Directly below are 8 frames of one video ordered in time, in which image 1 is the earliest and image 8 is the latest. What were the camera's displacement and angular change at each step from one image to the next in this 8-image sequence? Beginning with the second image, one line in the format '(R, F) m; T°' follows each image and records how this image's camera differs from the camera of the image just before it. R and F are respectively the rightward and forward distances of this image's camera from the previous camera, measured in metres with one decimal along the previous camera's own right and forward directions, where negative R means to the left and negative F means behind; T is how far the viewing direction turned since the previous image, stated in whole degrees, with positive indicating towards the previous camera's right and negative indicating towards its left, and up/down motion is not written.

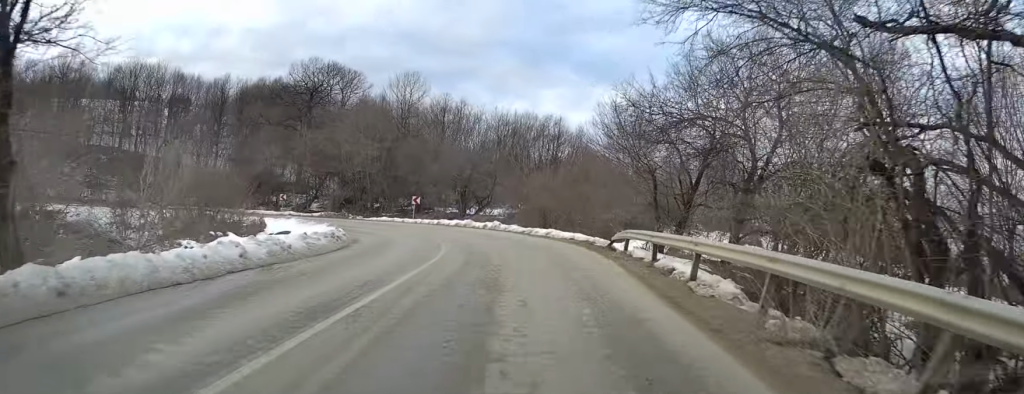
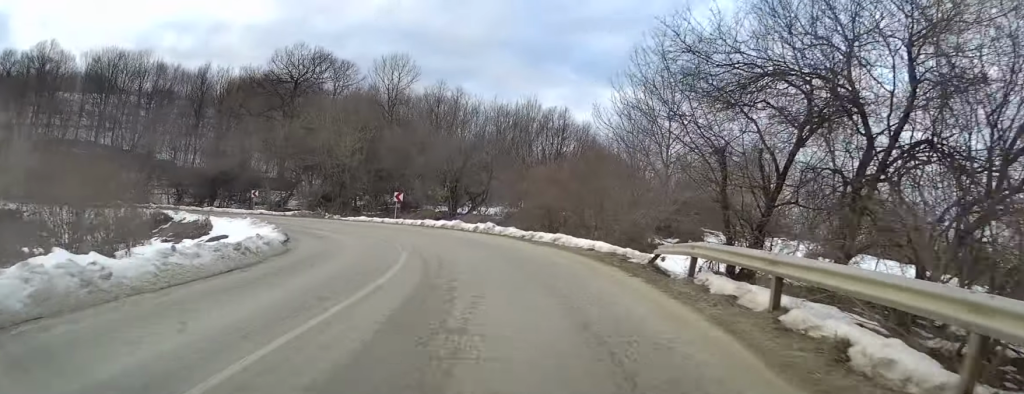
(0.0, +7.8) m; -2°
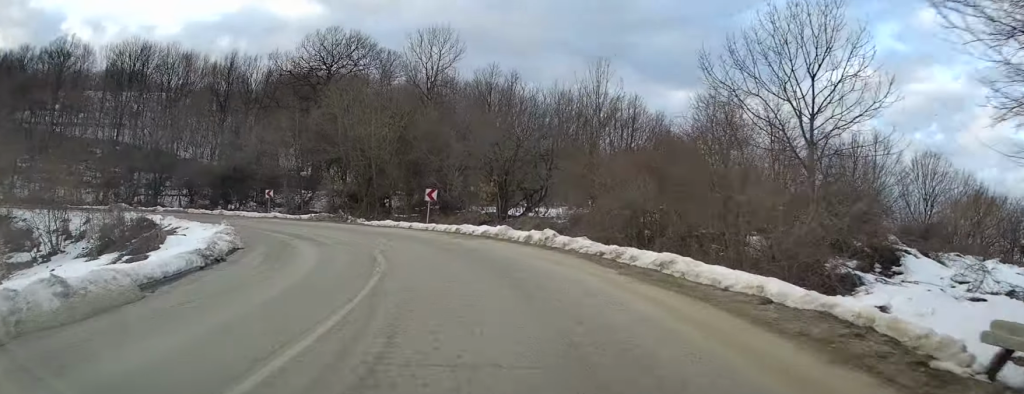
(-0.3, +10.3) m; -5°
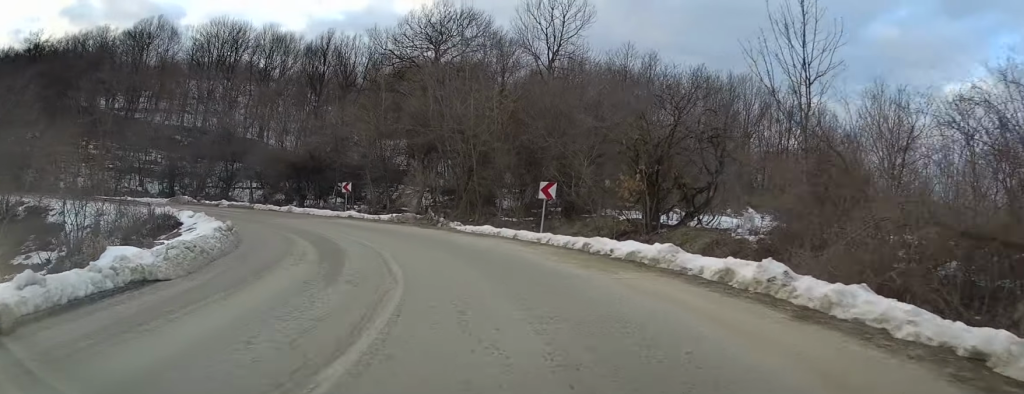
(-0.6, +11.0) m; -9°
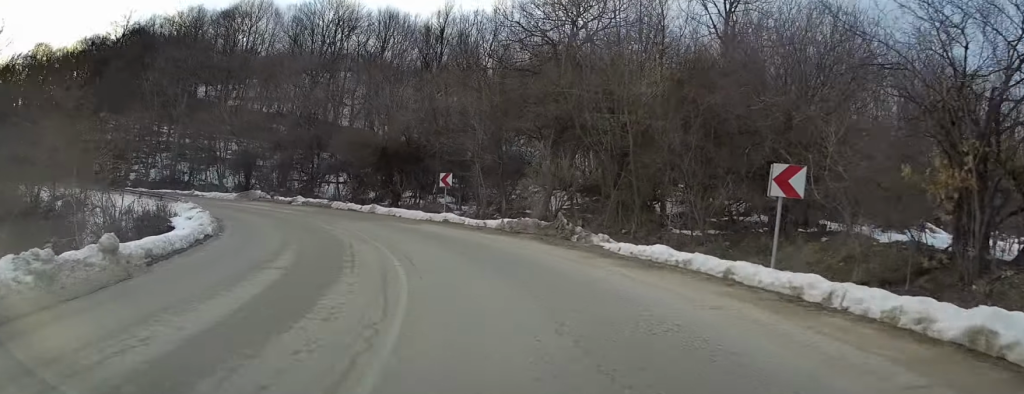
(-1.2, +11.8) m; -12°
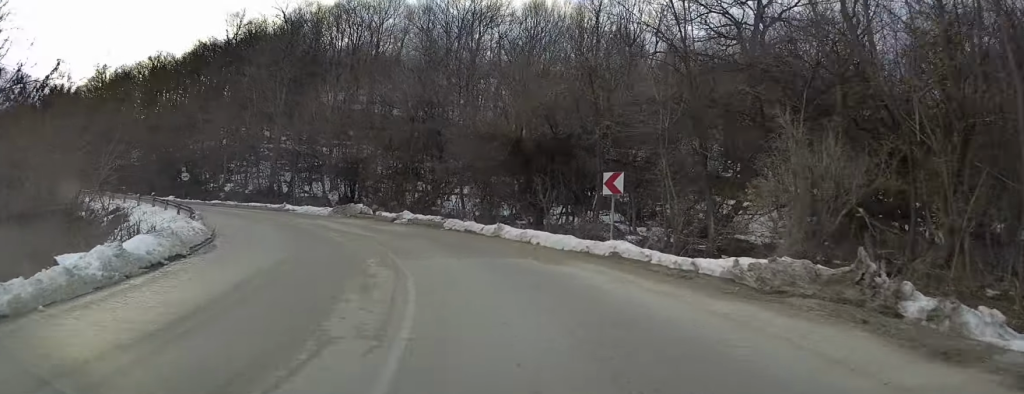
(-1.3, +11.9) m; -13°
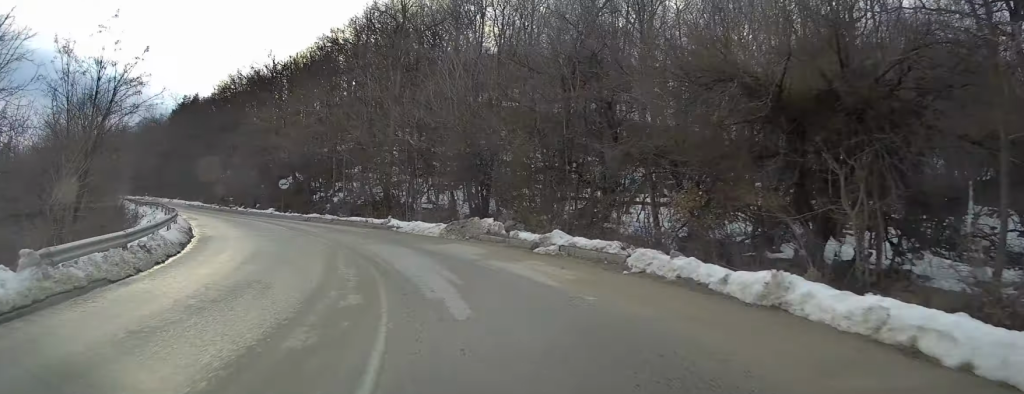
(-1.6, +13.3) m; -15°
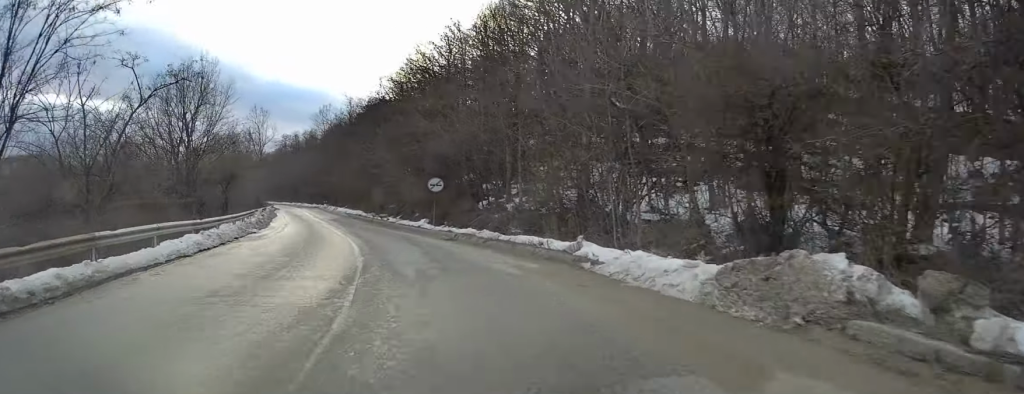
(-2.3, +14.5) m; -16°
